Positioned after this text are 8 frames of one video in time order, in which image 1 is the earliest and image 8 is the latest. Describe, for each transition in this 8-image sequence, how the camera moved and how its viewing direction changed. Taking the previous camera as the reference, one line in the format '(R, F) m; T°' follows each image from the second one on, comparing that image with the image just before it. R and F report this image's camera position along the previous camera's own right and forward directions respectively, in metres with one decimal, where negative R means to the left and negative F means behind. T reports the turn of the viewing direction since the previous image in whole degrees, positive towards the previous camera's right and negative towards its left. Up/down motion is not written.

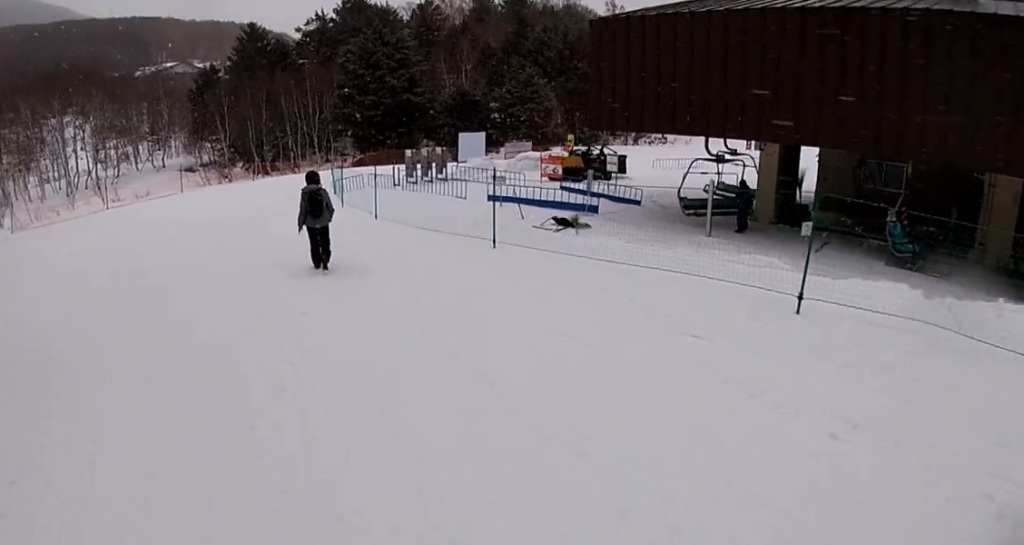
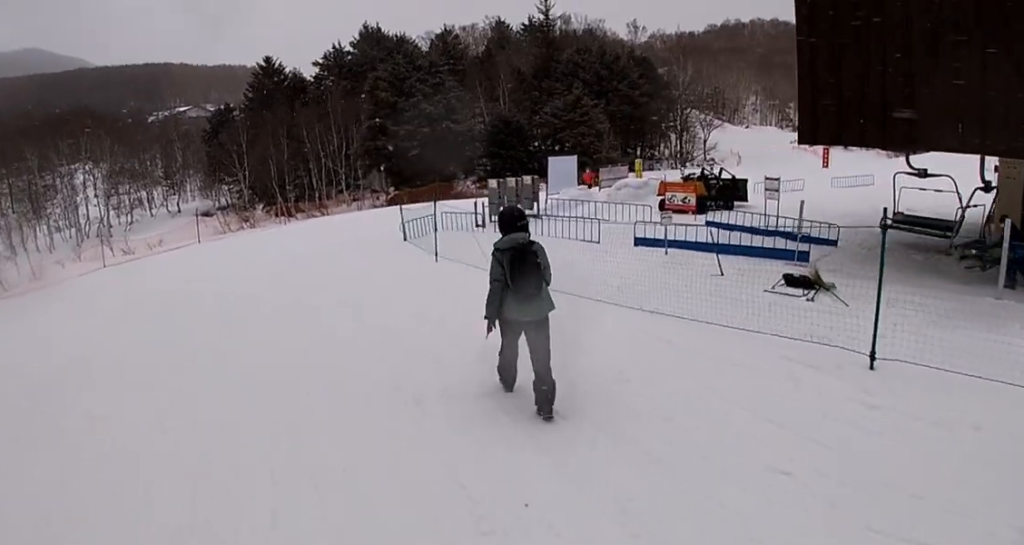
(0.0, +6.2) m; +4°
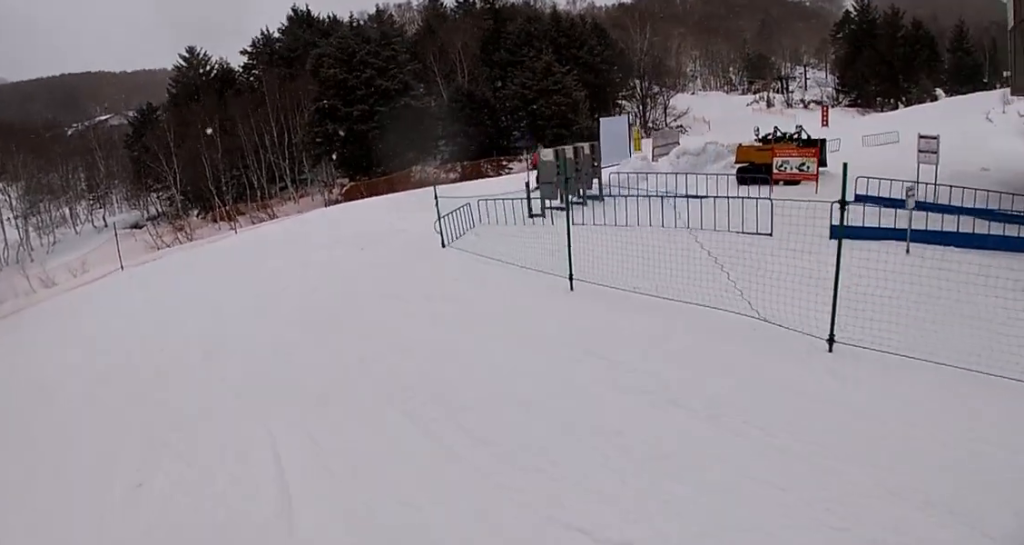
(+0.1, +6.2) m; +6°
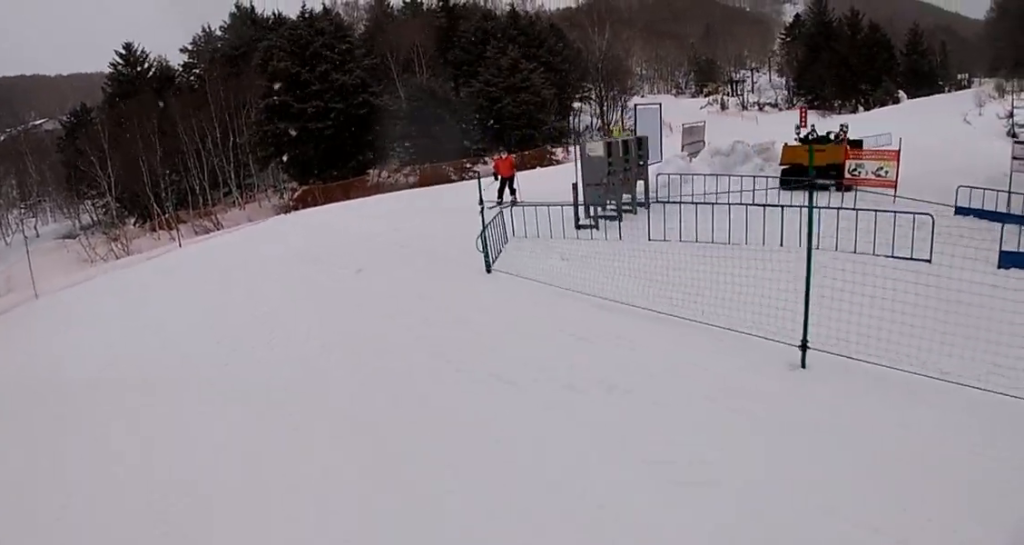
(+0.3, +3.5) m; +4°
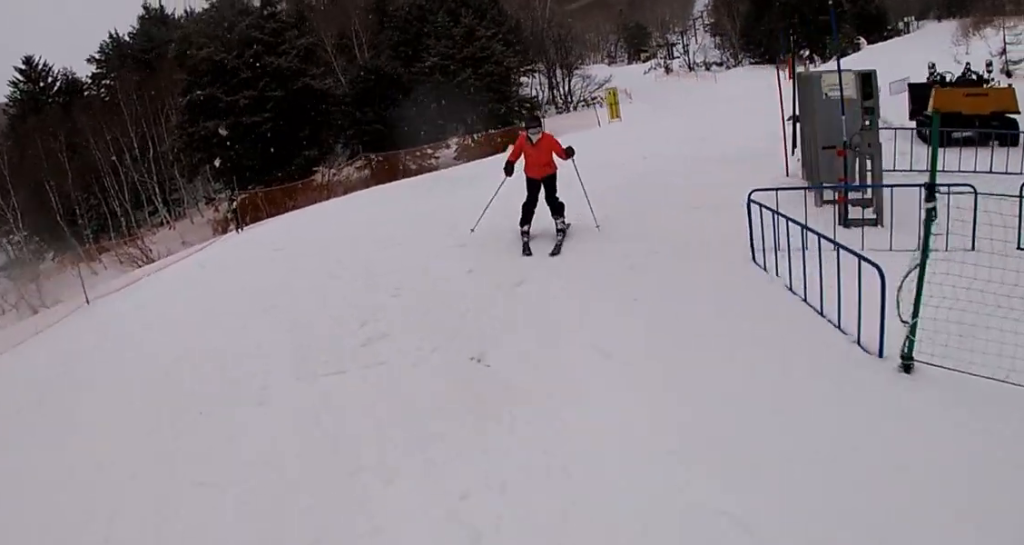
(+0.3, +5.6) m; +11°
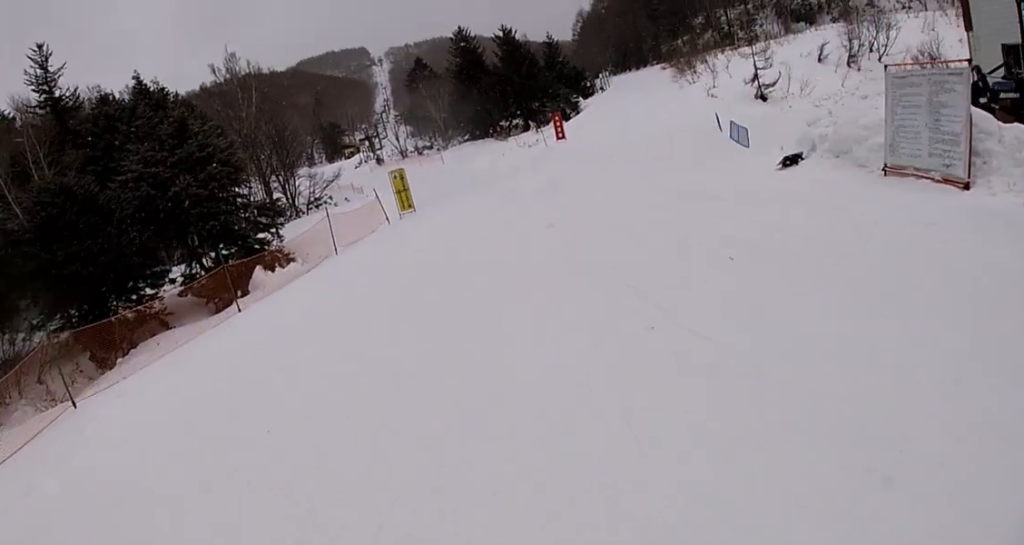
(+1.8, +8.2) m; +26°
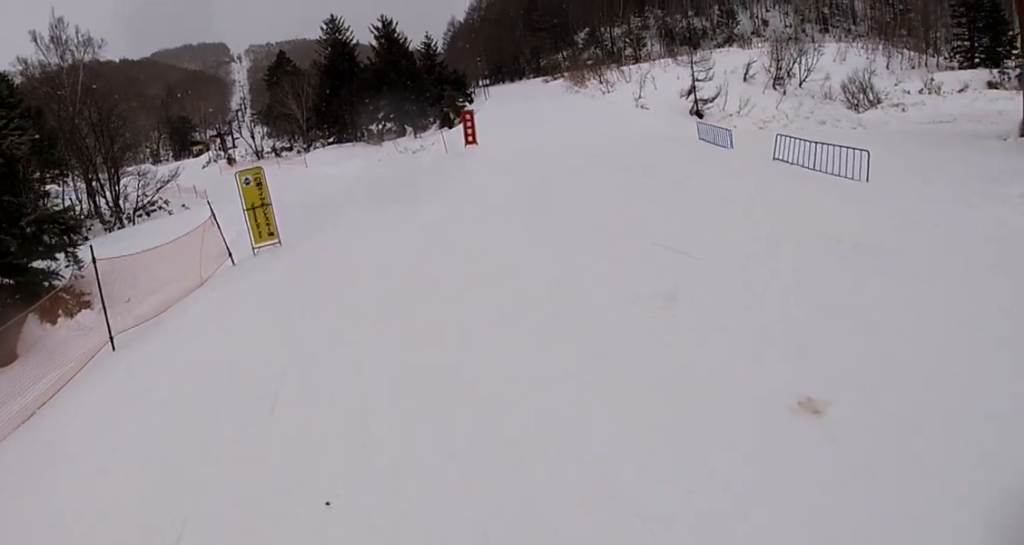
(+1.4, +8.5) m; +25°
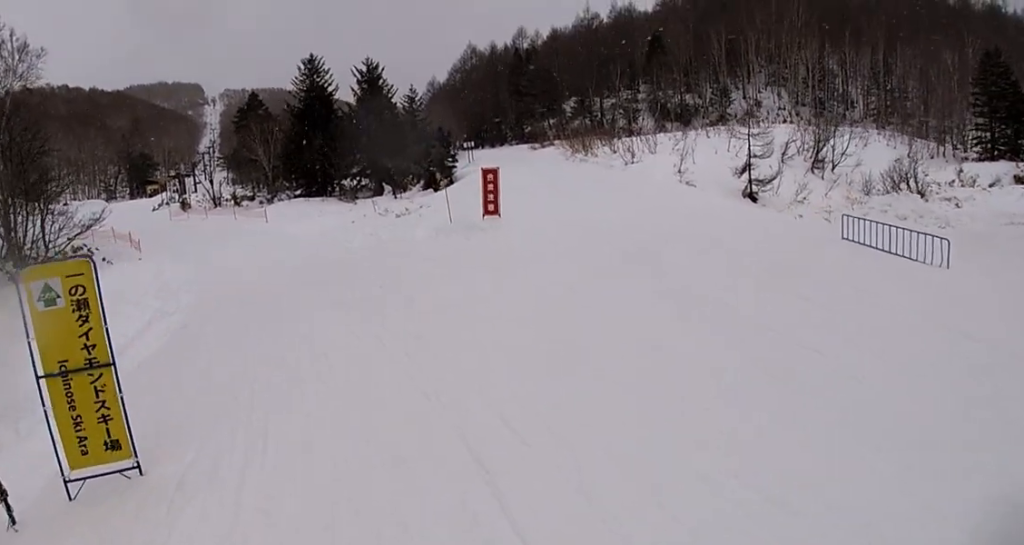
(+0.8, +8.0) m; -3°
